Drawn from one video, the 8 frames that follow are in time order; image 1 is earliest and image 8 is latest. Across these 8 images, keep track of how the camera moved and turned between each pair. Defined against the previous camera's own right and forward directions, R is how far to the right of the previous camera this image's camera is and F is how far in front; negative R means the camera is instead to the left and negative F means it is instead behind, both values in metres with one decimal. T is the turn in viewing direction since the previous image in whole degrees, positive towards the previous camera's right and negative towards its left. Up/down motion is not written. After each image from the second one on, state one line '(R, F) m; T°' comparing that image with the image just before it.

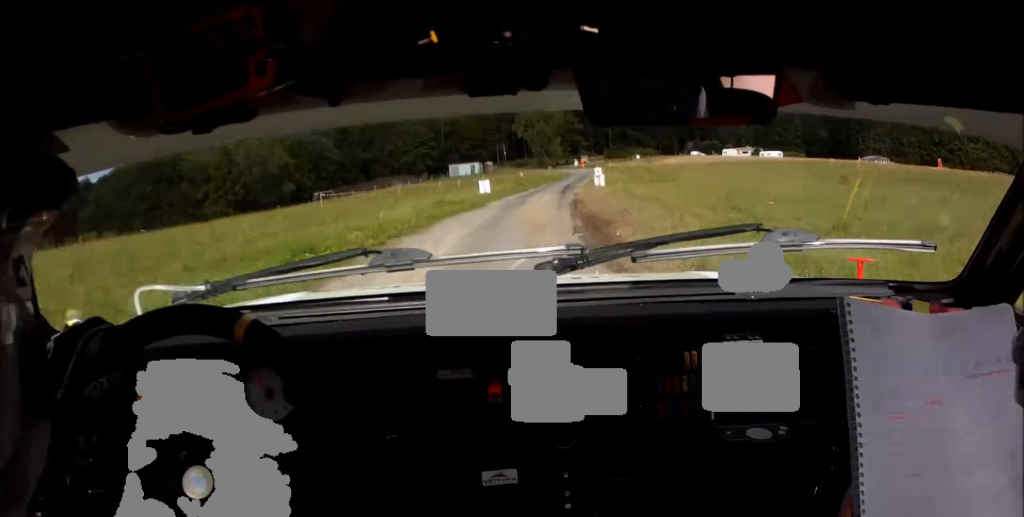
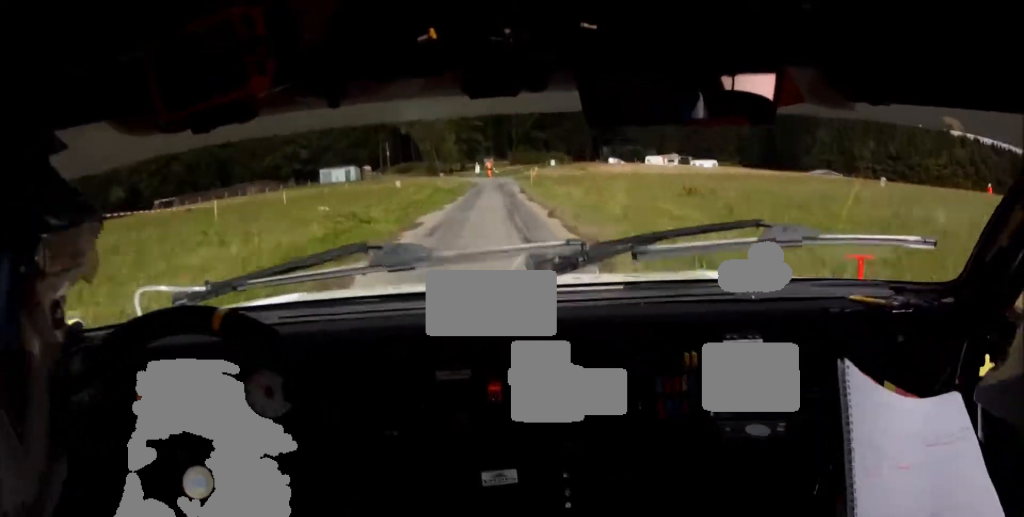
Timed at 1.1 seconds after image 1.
(+1.8, +29.3) m; +4°
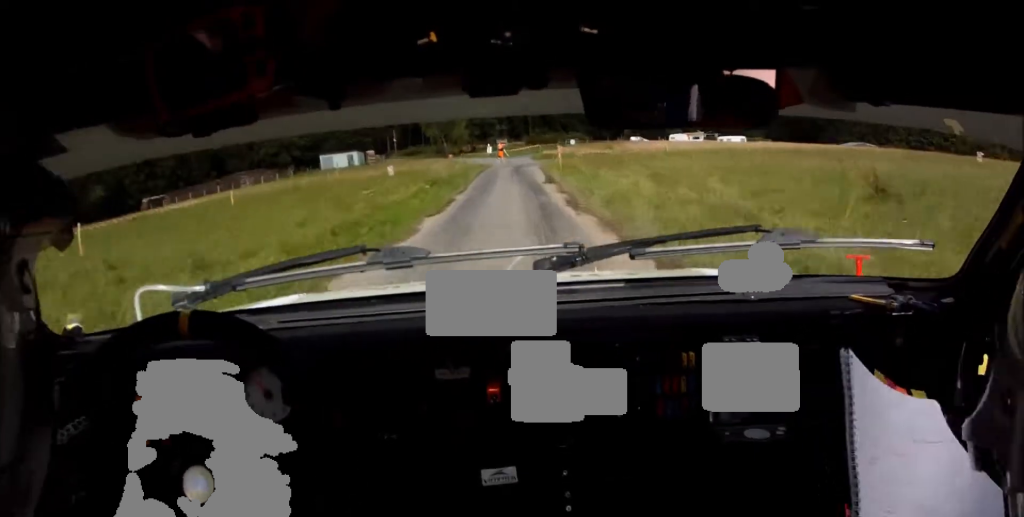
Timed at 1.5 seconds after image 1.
(+0.1, +9.2) m; +1°
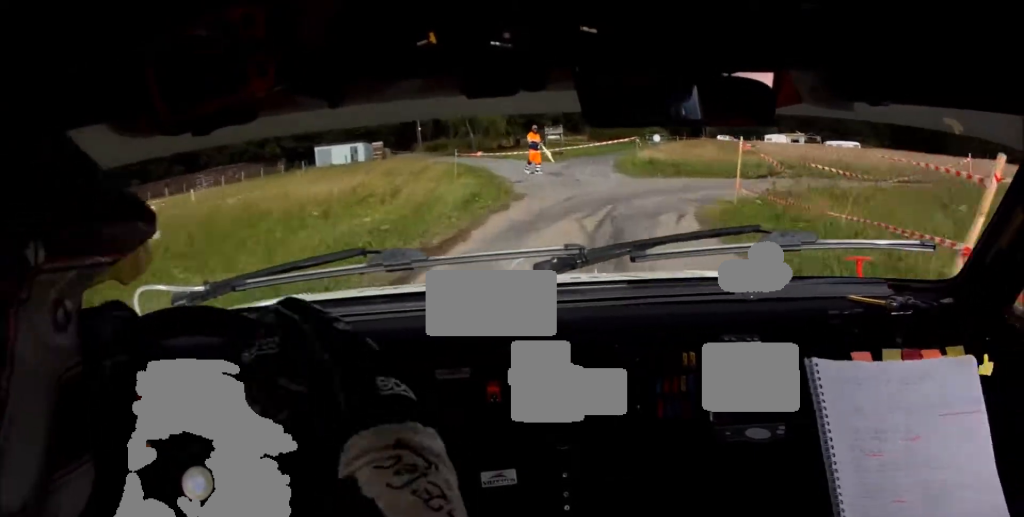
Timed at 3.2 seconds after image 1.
(+0.4, +28.8) m; +9°
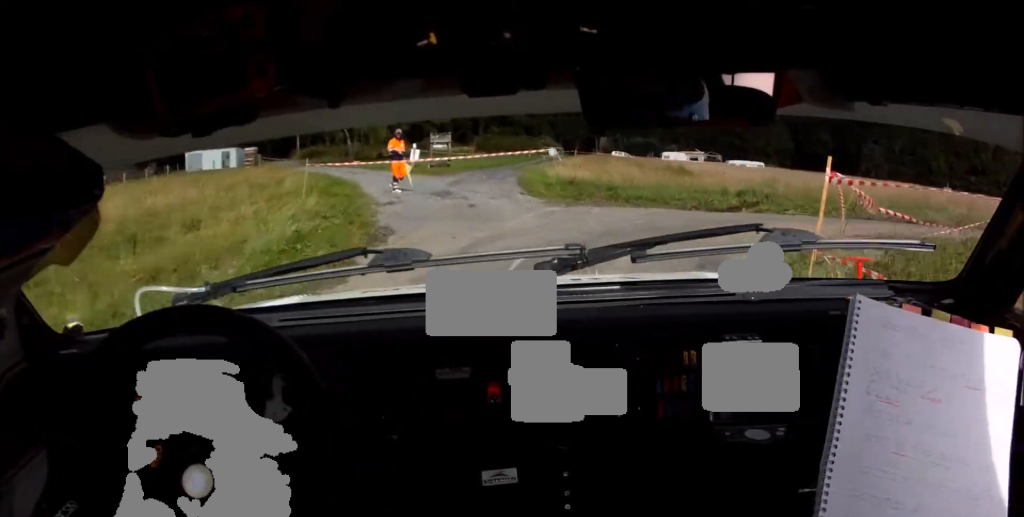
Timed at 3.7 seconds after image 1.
(+0.8, +6.9) m; +16°
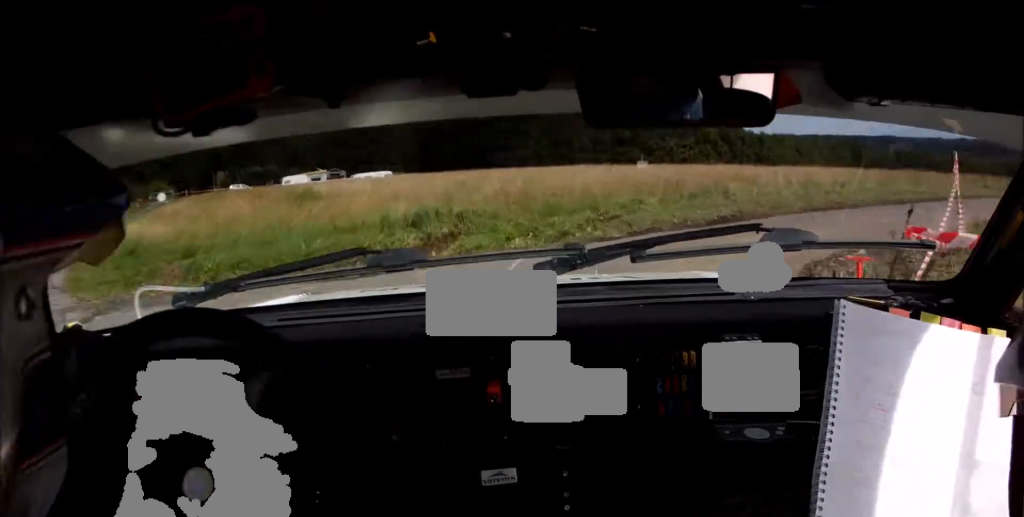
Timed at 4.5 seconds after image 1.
(+1.2, +8.4) m; +25°
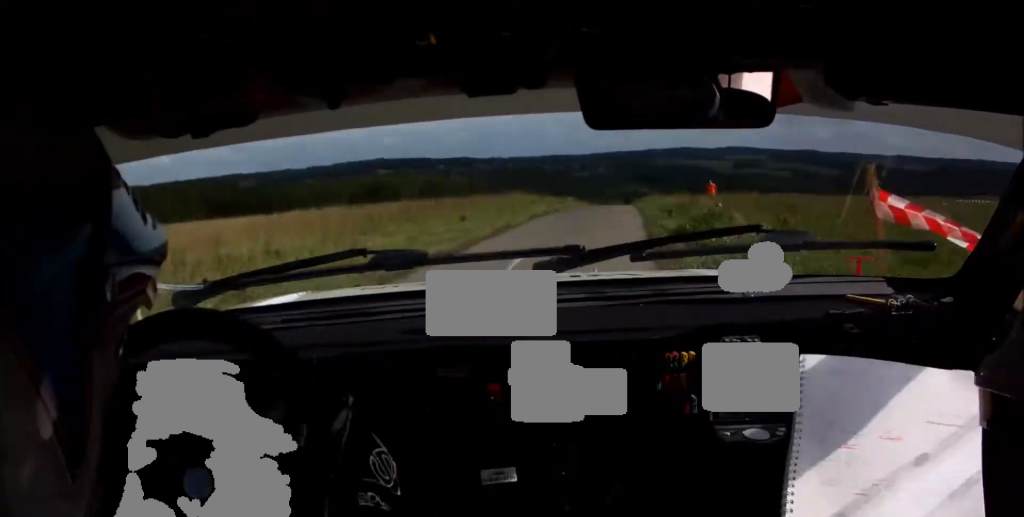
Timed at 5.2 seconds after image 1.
(+2.0, +8.0) m; +24°
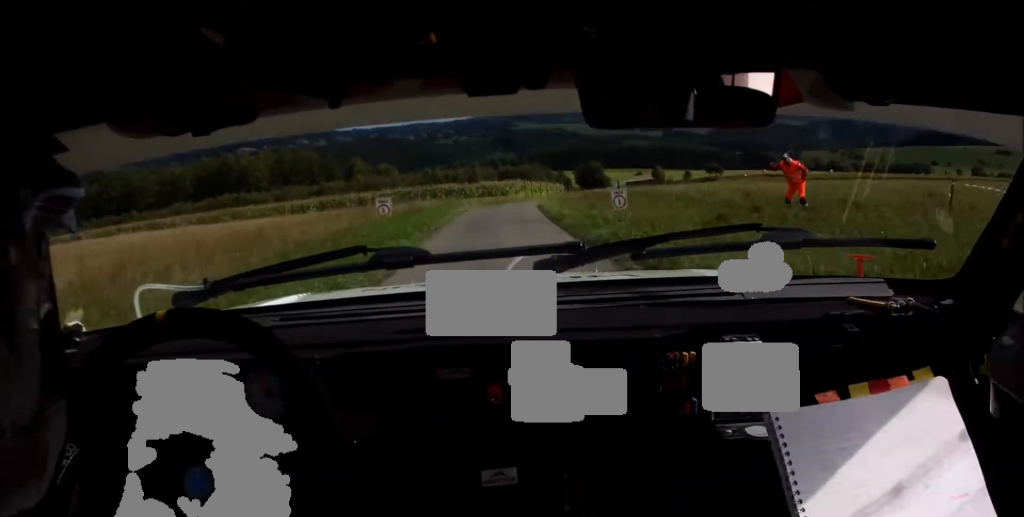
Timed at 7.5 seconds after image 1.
(+7.3, +34.8) m; +13°
